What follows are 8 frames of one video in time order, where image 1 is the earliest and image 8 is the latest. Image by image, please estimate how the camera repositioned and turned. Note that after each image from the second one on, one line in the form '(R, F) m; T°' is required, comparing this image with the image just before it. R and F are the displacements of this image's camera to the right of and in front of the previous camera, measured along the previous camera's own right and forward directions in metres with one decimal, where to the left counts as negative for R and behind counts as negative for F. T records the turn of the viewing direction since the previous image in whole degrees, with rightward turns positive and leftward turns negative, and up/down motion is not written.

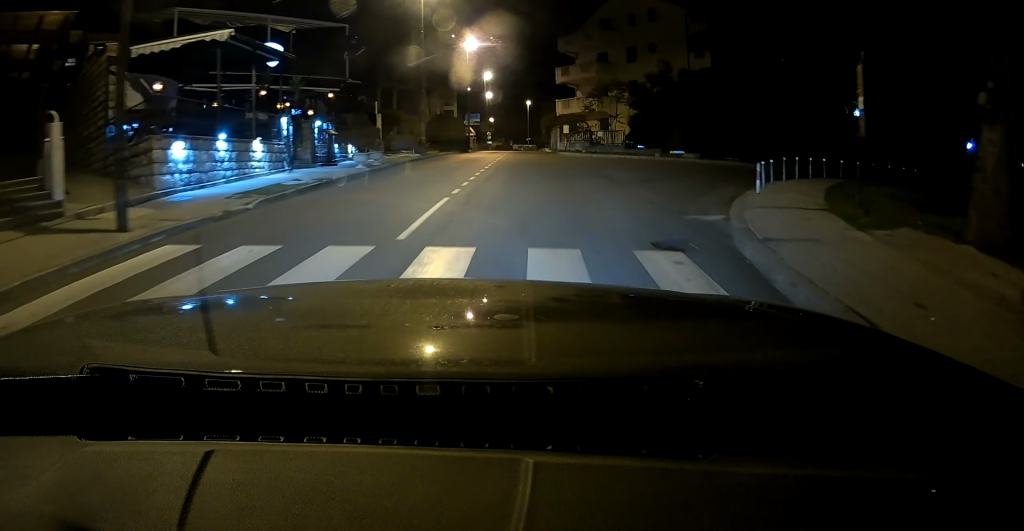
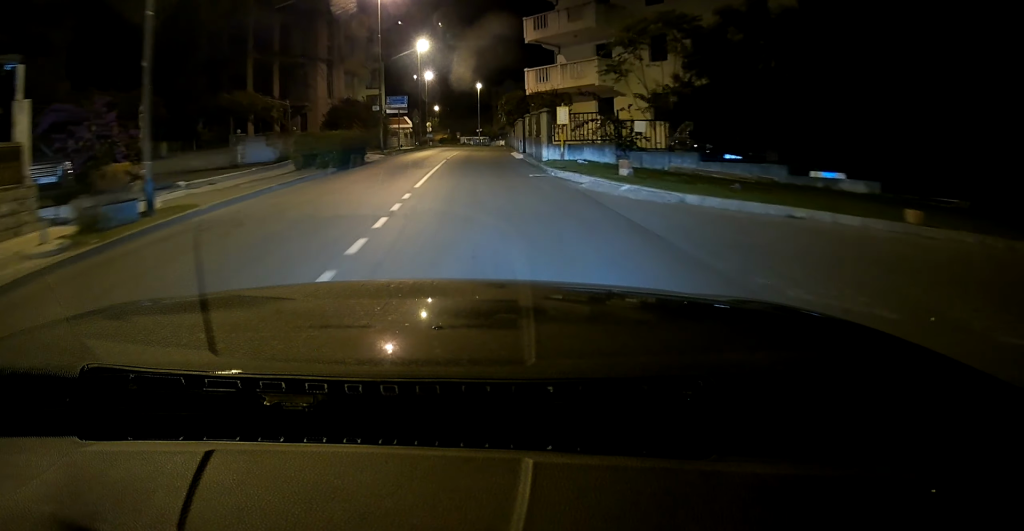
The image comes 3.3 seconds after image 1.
(+1.1, +25.0) m; +2°
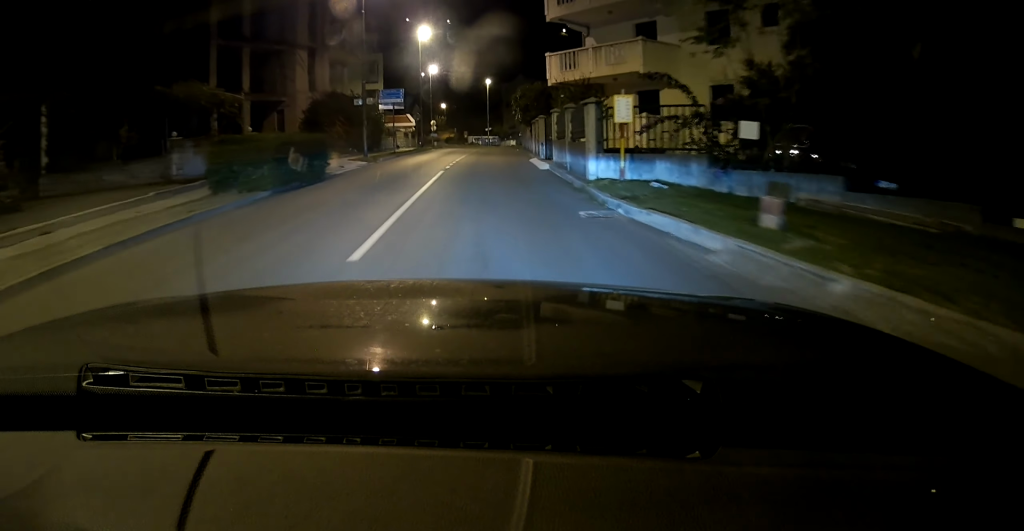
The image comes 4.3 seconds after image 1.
(0.0, +7.8) m; 0°
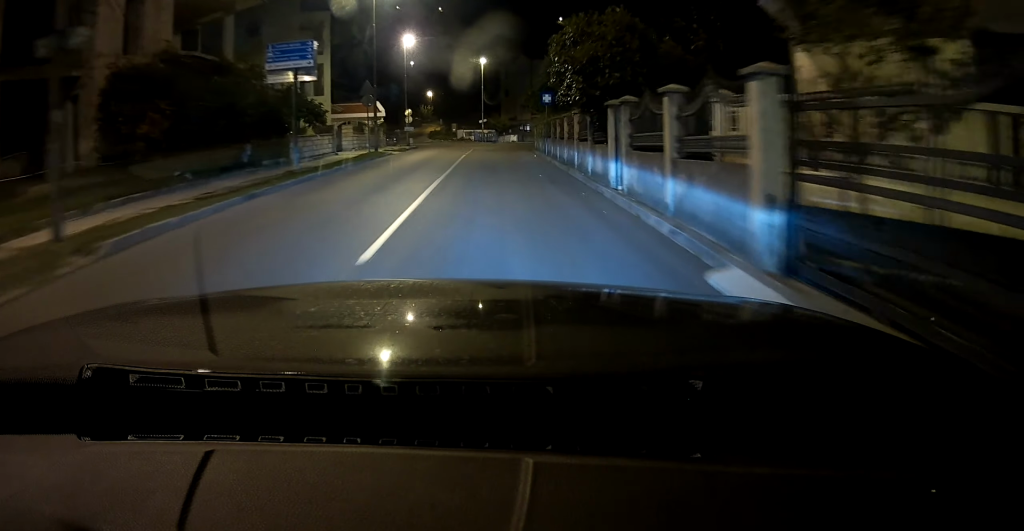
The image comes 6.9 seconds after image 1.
(0.0, +21.0) m; +3°
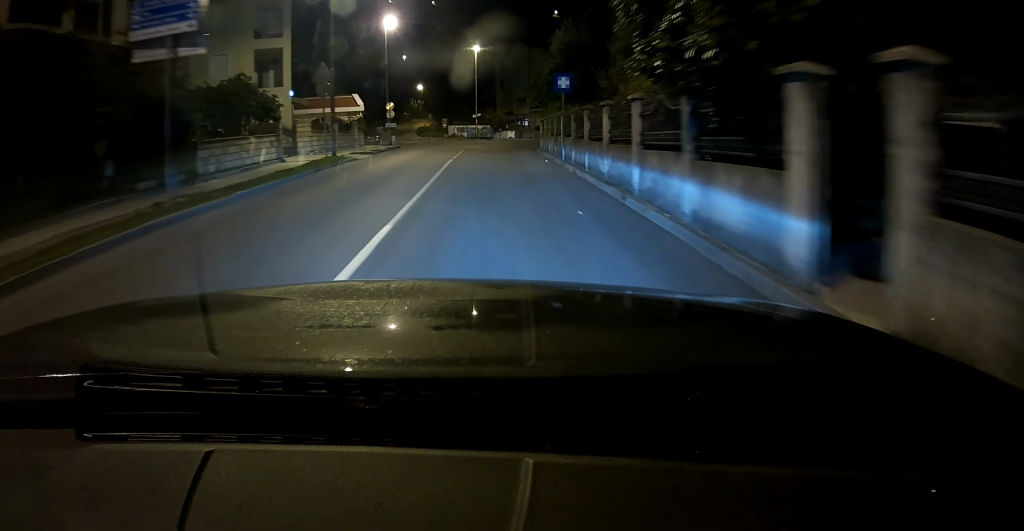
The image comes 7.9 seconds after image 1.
(-0.1, +7.5) m; +2°
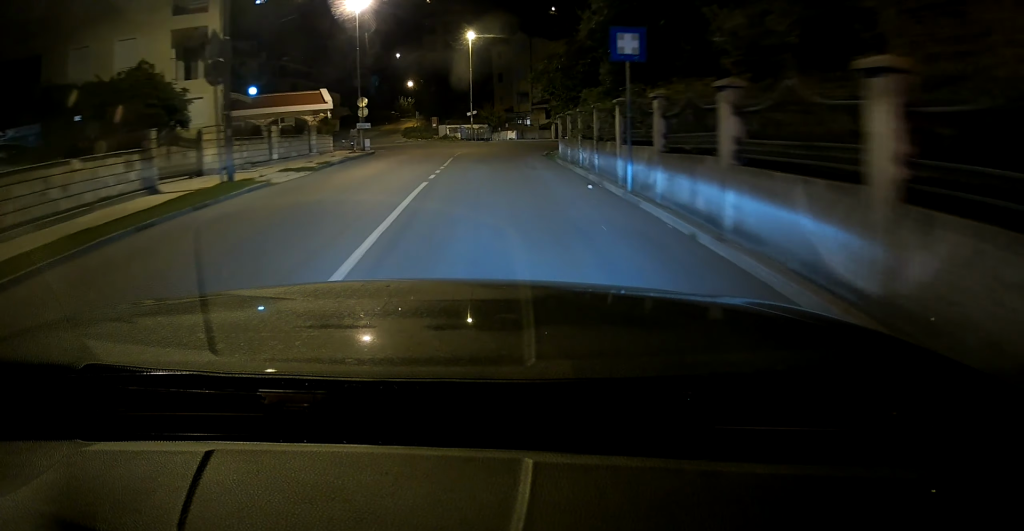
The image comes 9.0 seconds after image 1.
(+0.5, +9.1) m; +2°
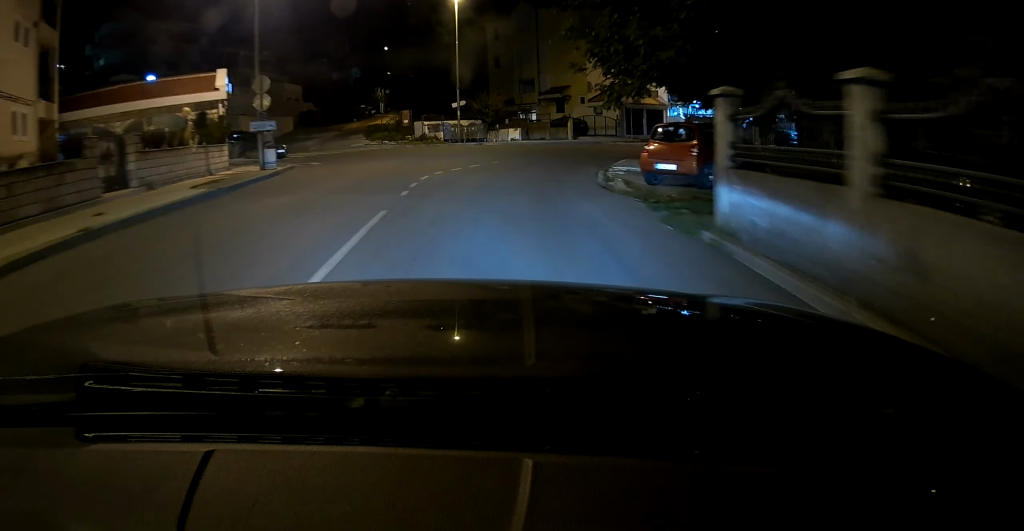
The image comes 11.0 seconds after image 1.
(+0.3, +15.6) m; +1°
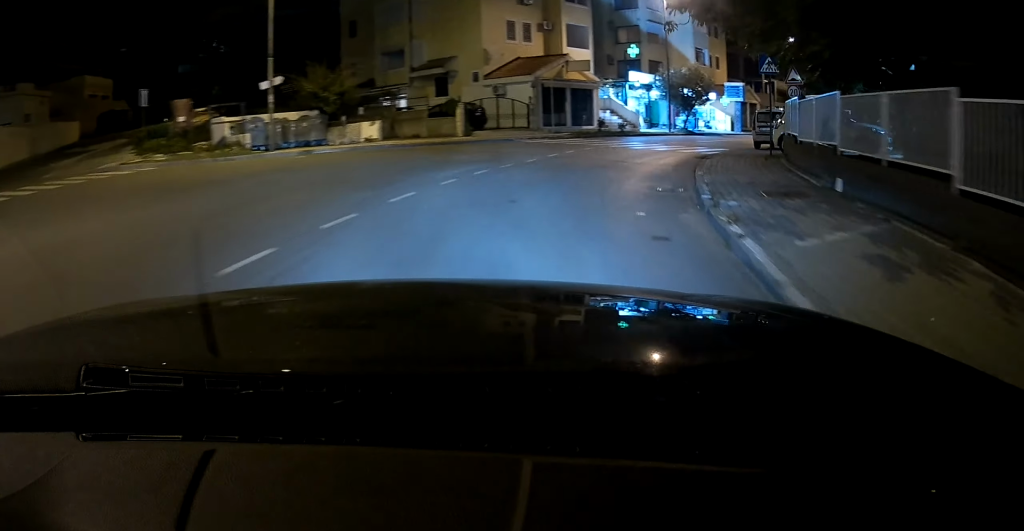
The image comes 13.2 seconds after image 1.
(+0.1, +17.3) m; +9°
